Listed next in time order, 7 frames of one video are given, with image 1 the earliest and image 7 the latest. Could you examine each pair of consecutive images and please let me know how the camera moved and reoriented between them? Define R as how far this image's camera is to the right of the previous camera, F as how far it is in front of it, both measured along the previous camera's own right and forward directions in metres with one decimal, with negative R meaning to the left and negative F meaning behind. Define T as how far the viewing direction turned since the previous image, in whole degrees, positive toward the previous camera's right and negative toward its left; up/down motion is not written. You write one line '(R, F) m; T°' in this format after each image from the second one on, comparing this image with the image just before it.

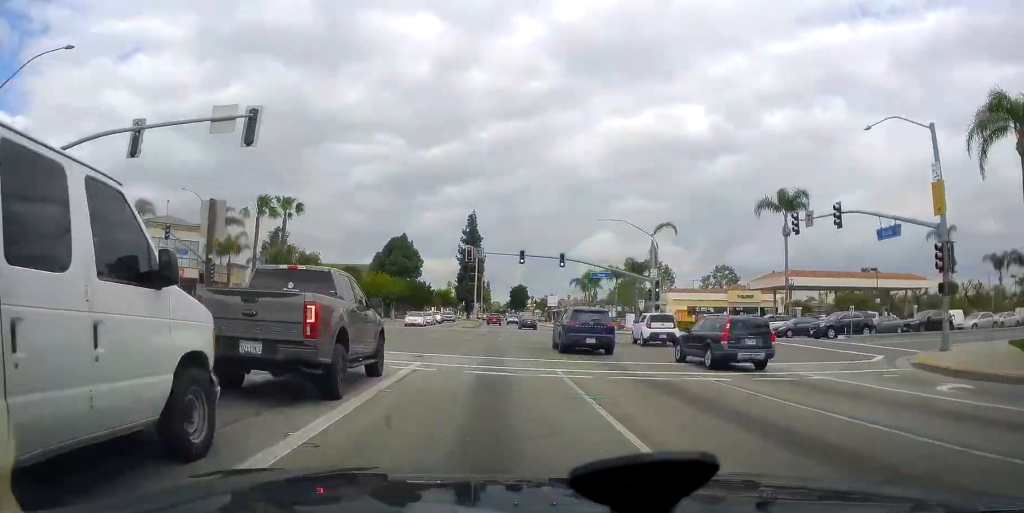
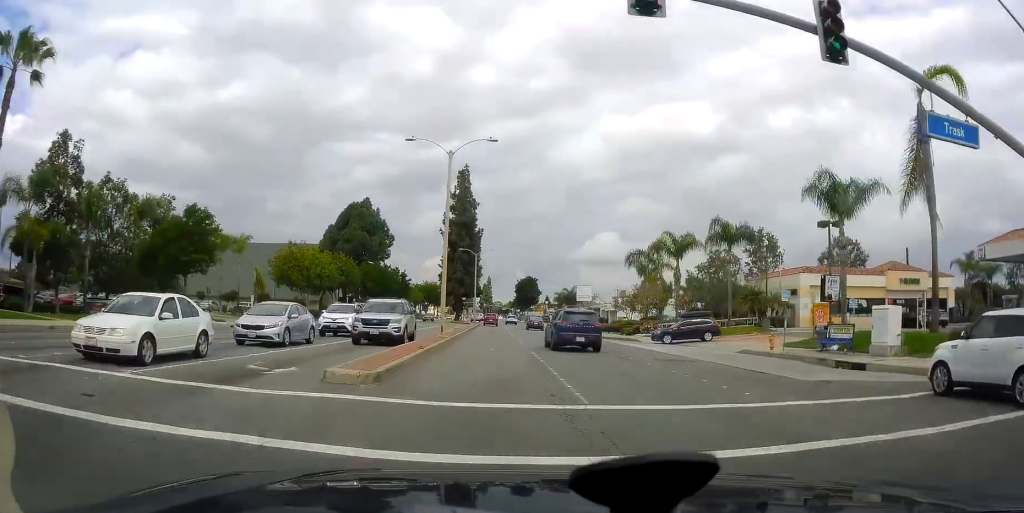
(0.0, +47.1) m; -2°
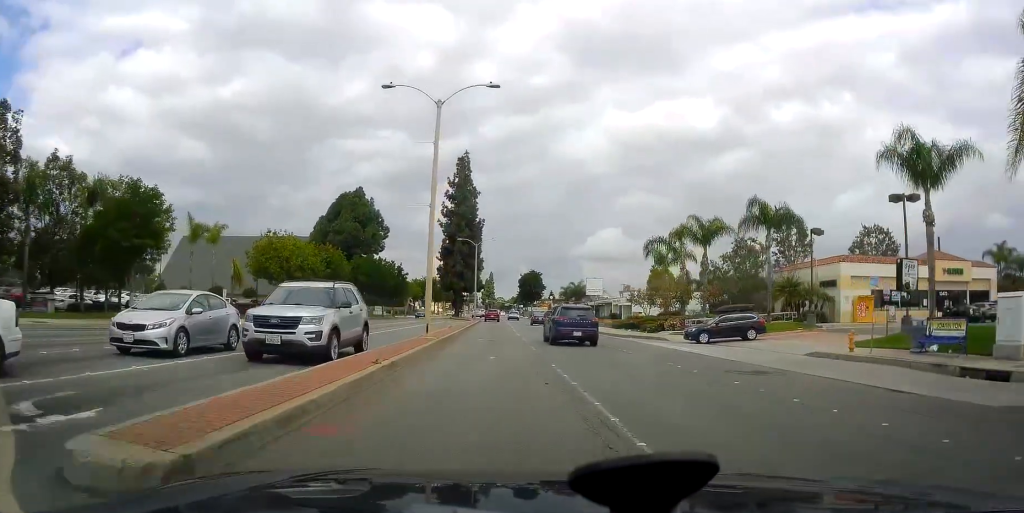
(-0.1, +7.3) m; -1°
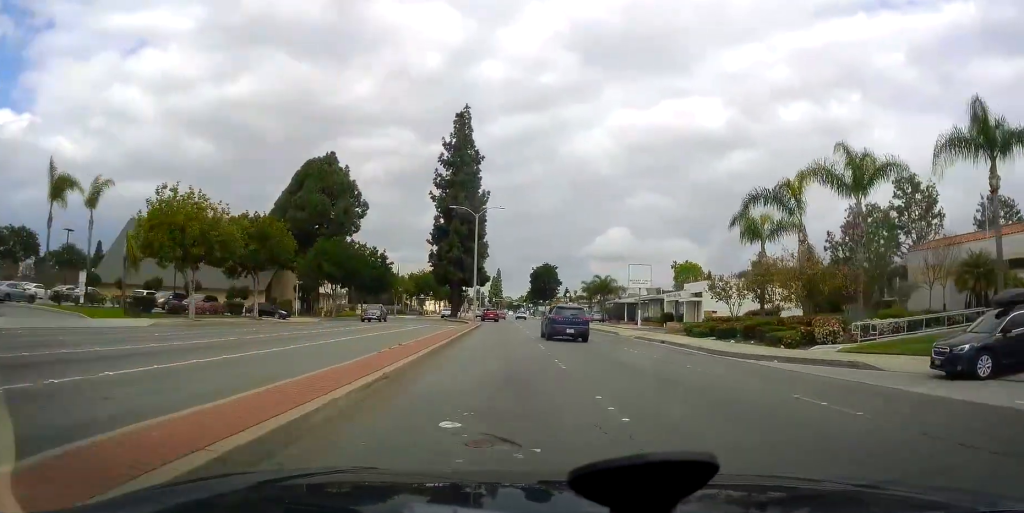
(-0.2, +22.1) m; +2°
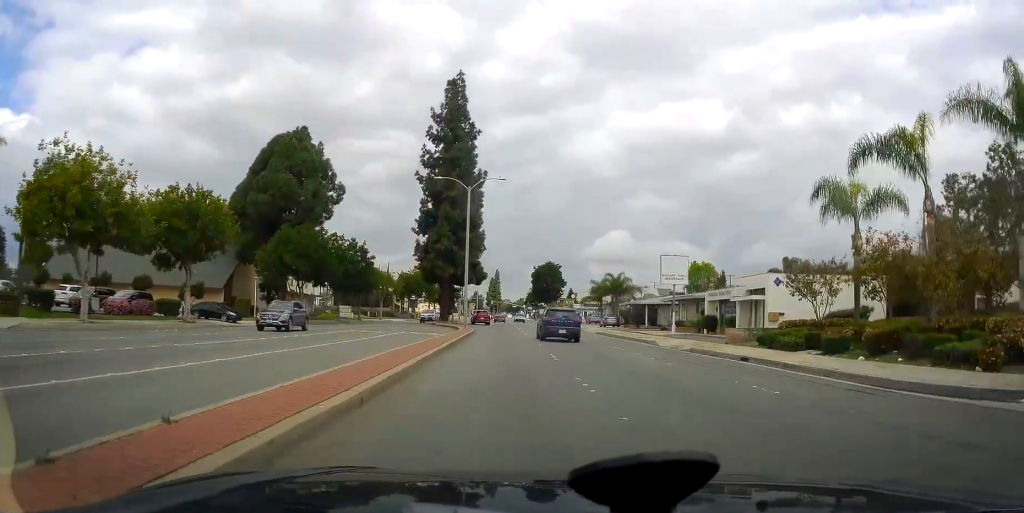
(+0.3, +12.0) m; +1°
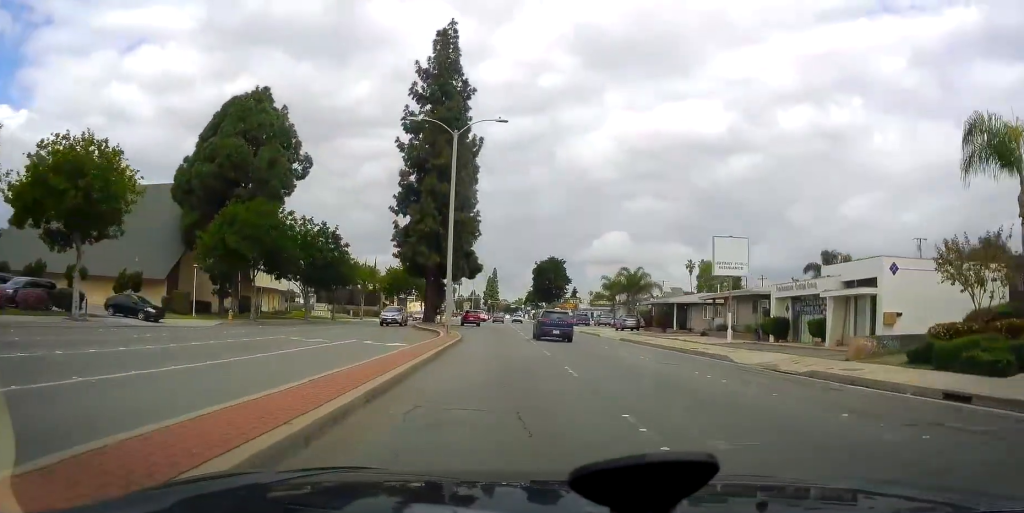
(0.0, +12.0) m; 0°
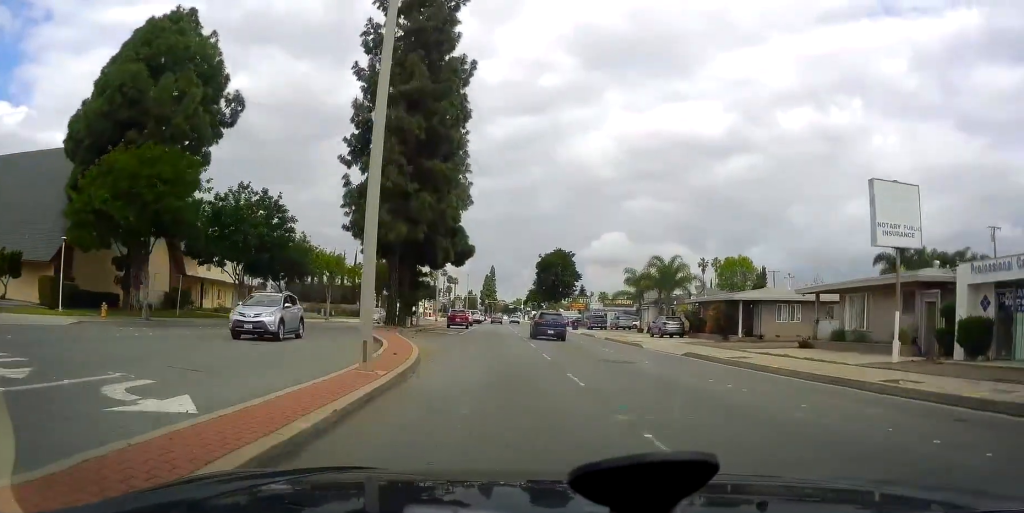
(0.0, +15.9) m; 0°
